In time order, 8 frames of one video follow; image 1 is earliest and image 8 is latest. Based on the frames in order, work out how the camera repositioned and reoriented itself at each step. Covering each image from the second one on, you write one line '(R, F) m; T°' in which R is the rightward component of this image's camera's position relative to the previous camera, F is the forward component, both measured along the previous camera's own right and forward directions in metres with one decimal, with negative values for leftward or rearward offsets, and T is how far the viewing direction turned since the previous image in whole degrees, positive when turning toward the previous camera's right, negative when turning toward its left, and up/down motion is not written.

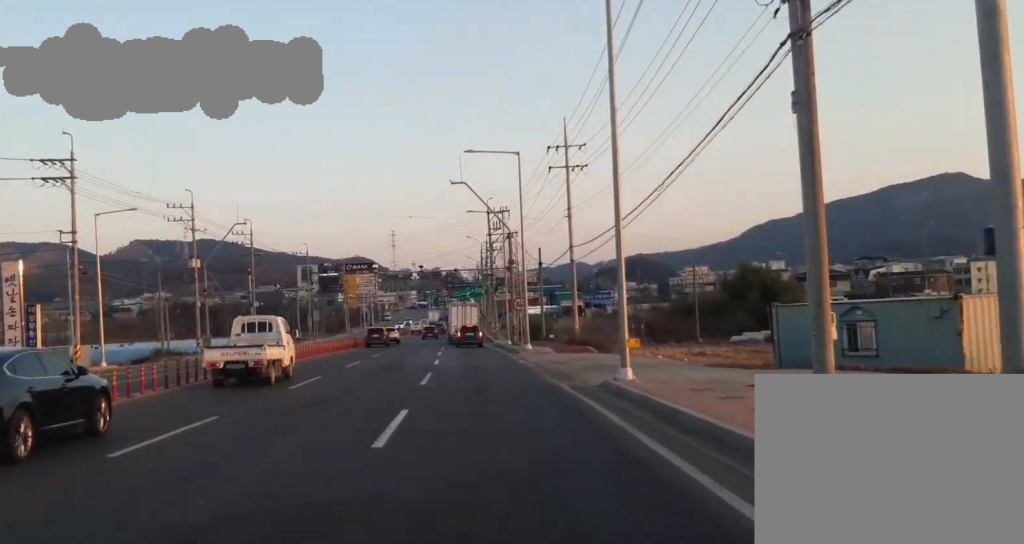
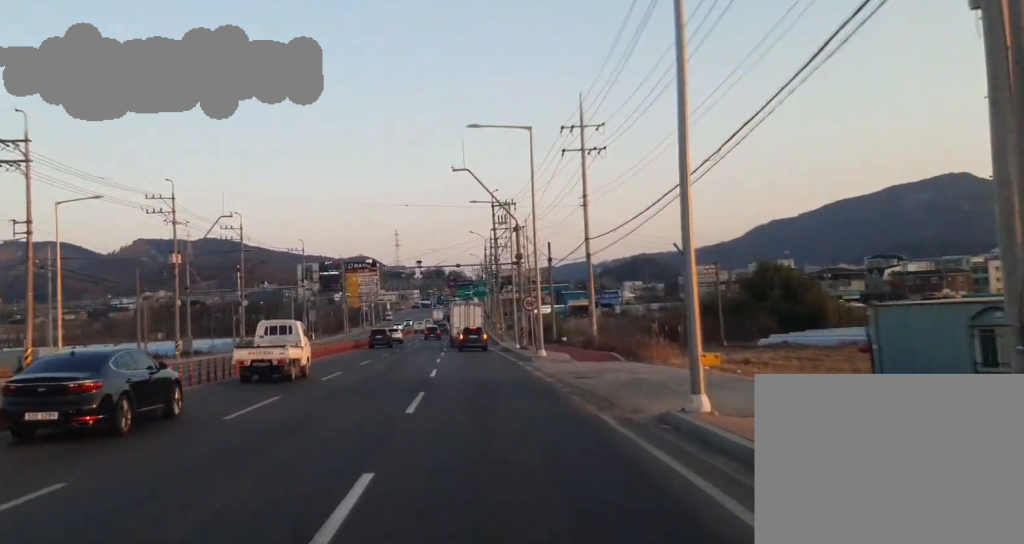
(+0.1, +6.7) m; +1°
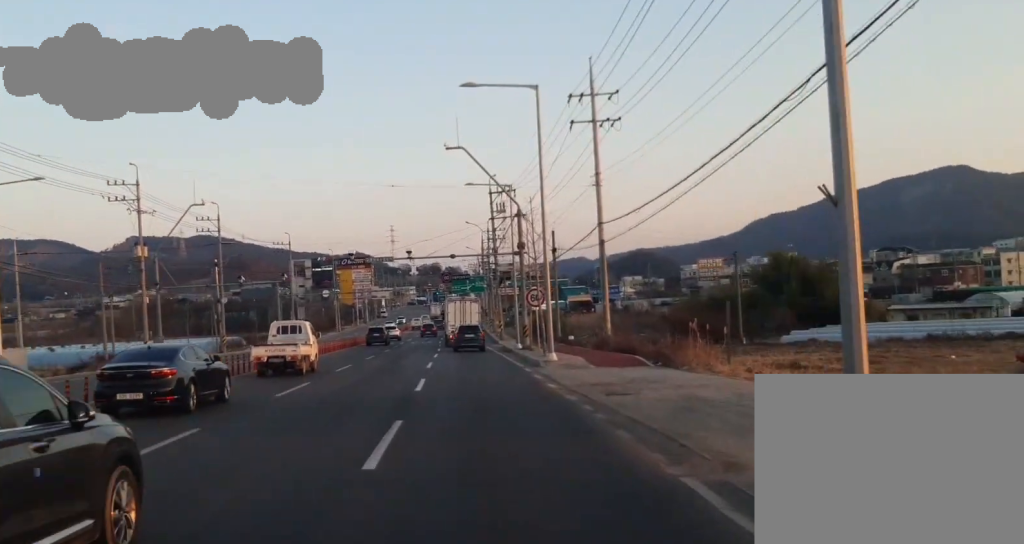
(0.0, +7.2) m; +1°
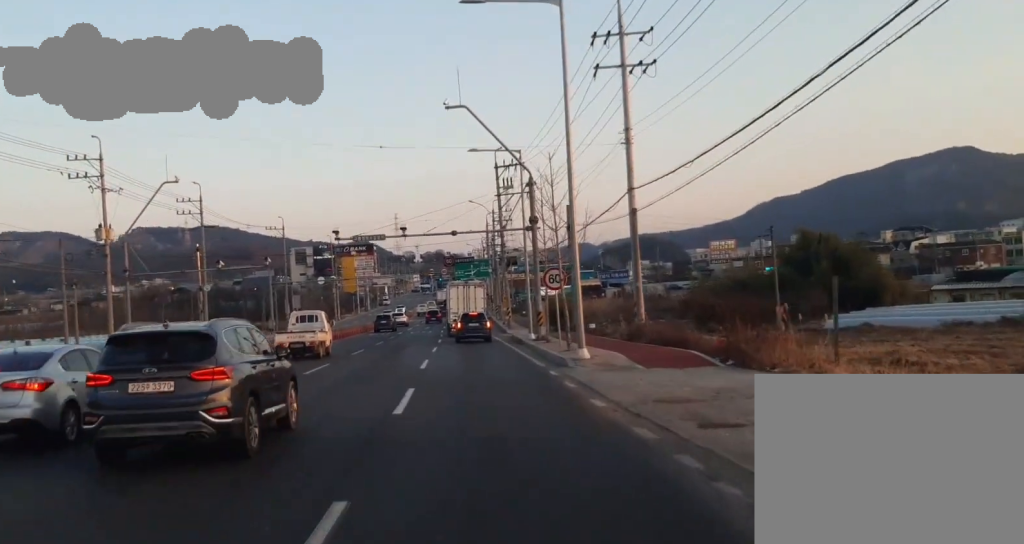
(+0.1, +7.9) m; -1°
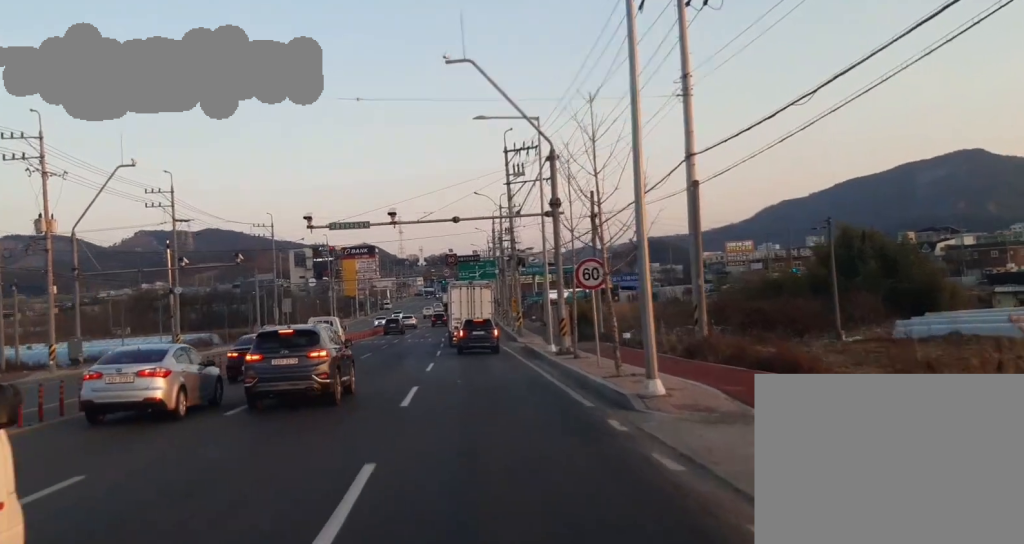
(0.0, +9.7) m; -2°
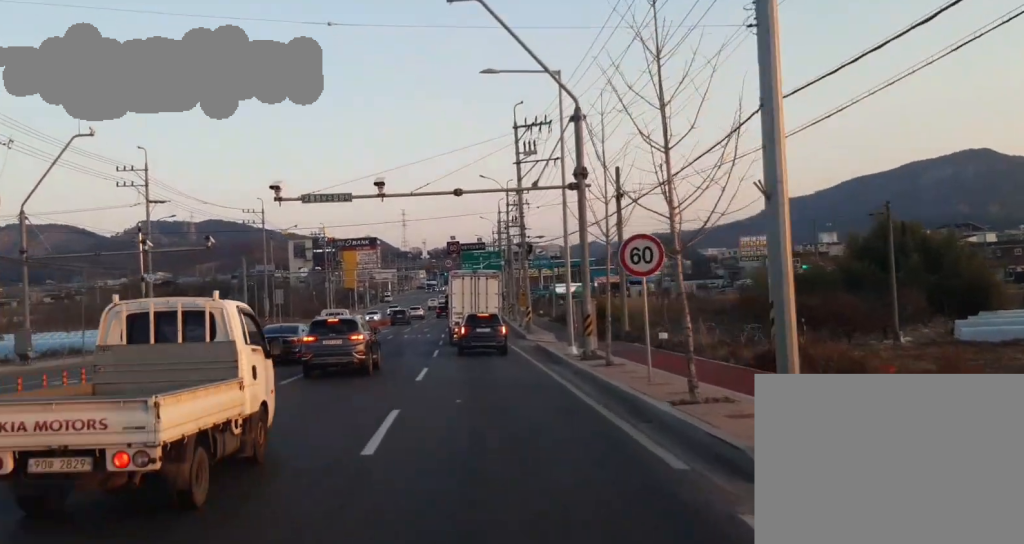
(-0.1, +6.9) m; -2°
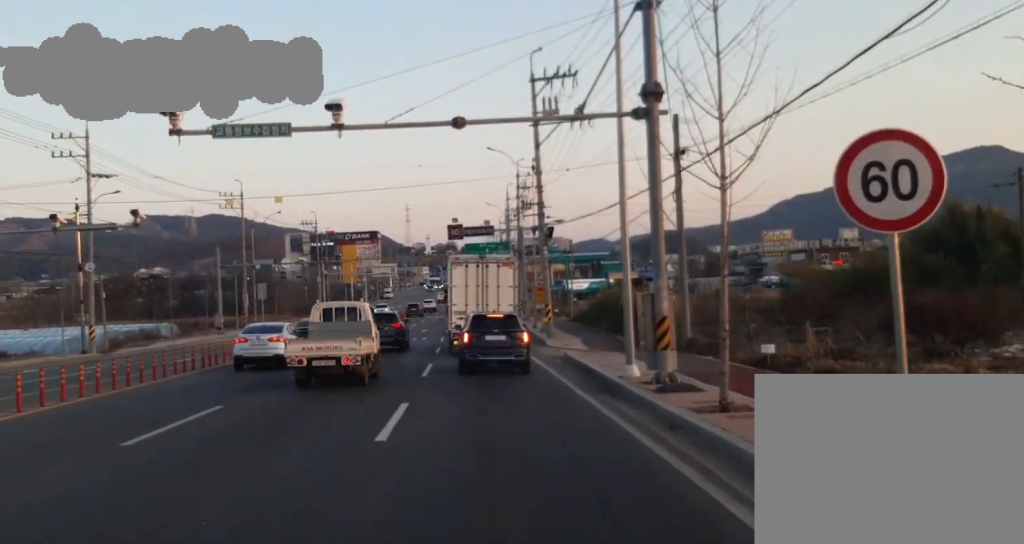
(-0.4, +12.0) m; -2°
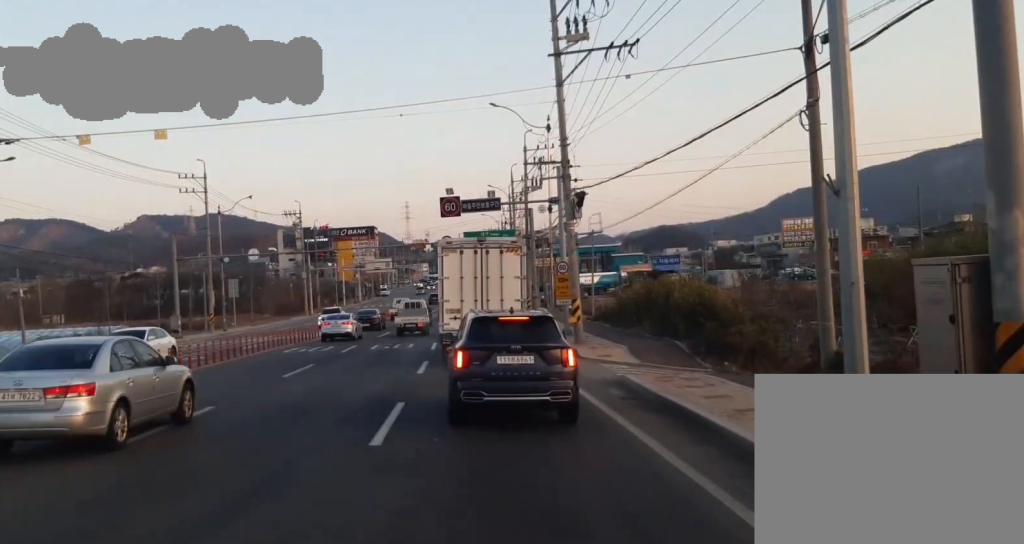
(-0.4, +17.0) m; -2°
